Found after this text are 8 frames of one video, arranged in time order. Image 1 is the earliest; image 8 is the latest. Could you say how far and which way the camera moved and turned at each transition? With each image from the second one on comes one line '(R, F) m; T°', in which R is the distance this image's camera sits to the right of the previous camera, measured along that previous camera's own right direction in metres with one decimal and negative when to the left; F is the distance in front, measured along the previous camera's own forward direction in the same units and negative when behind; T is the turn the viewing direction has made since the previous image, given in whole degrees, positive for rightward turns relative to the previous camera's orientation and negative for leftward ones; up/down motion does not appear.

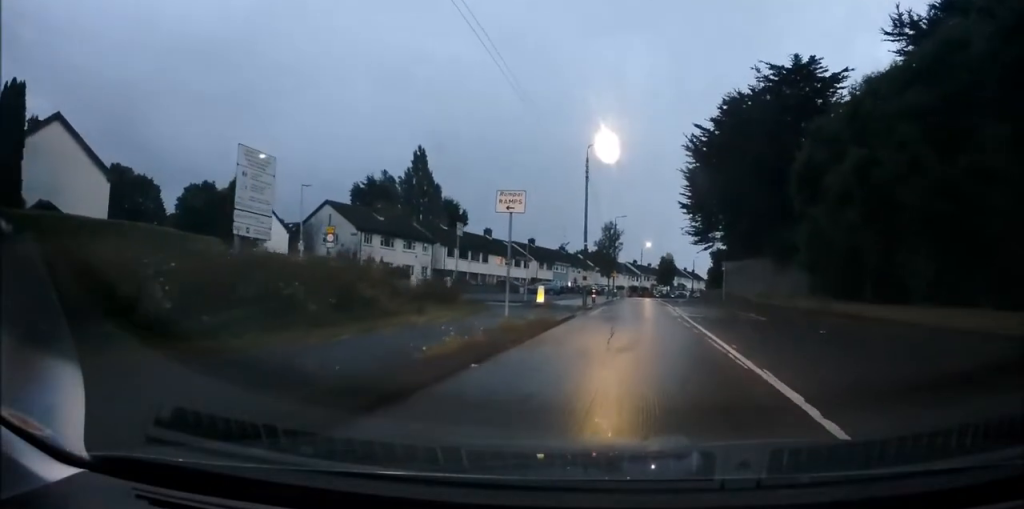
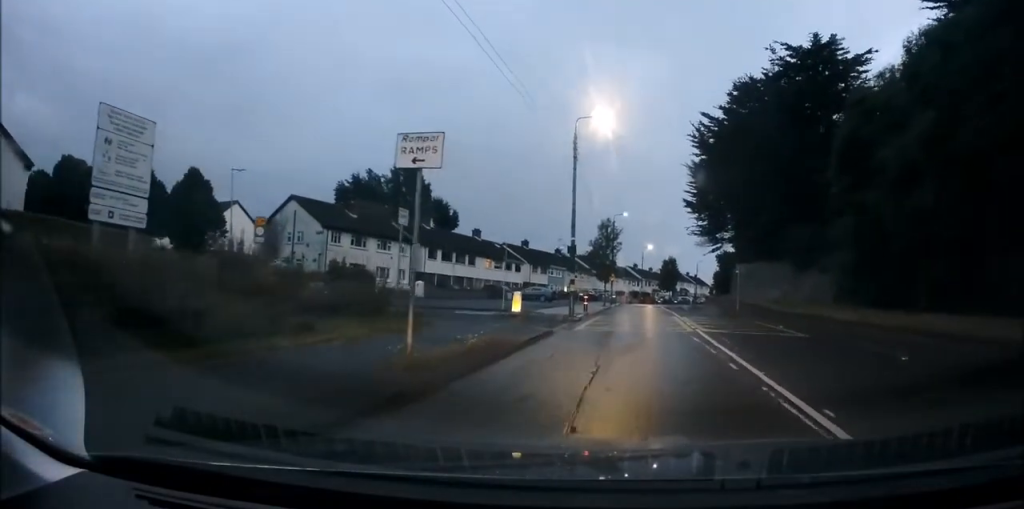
(0.0, +6.8) m; +1°
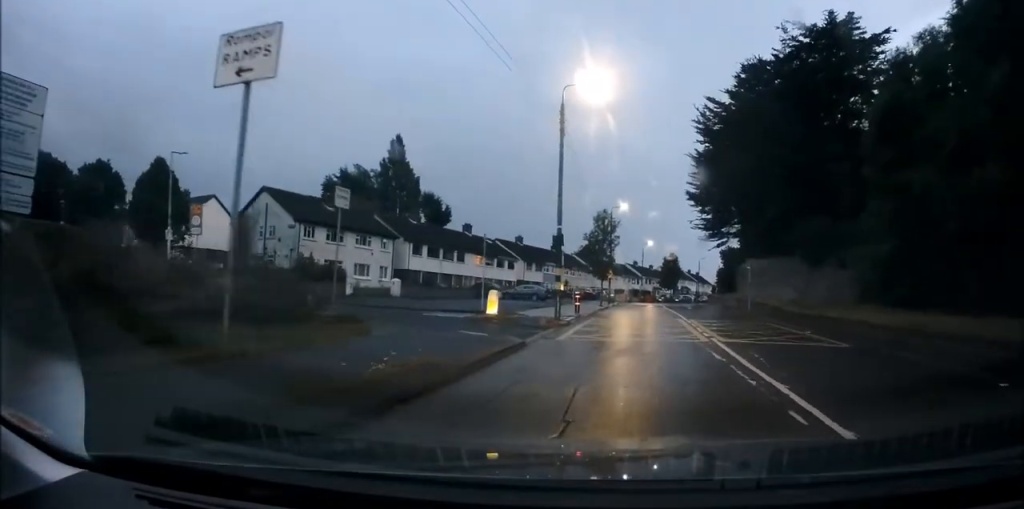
(0.0, +4.5) m; -1°
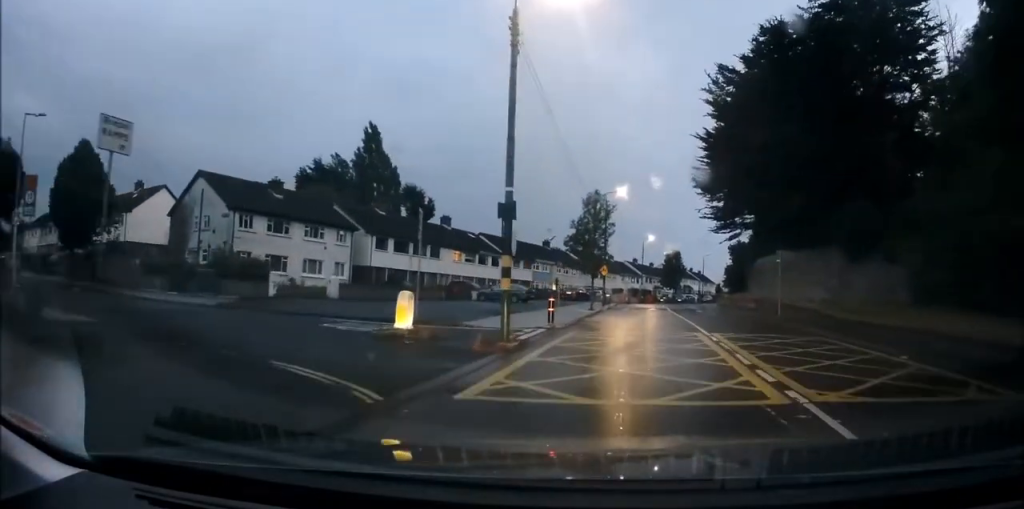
(-0.3, +8.4) m; 0°
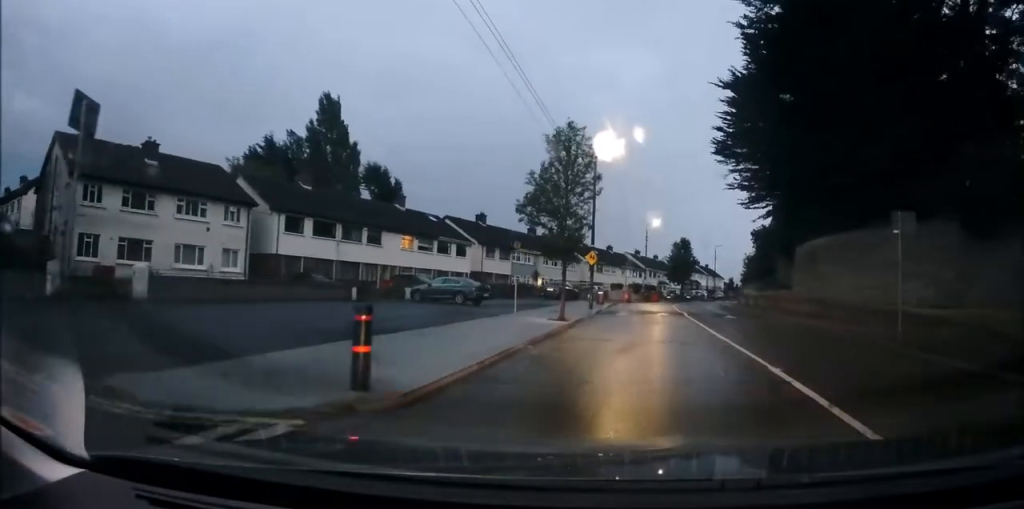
(+0.2, +13.8) m; 0°
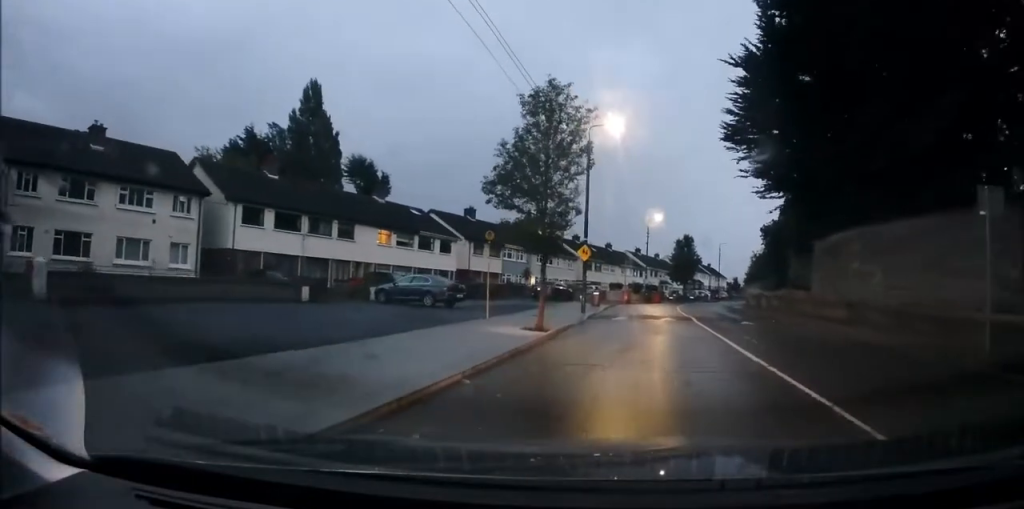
(-0.1, +4.4) m; 0°
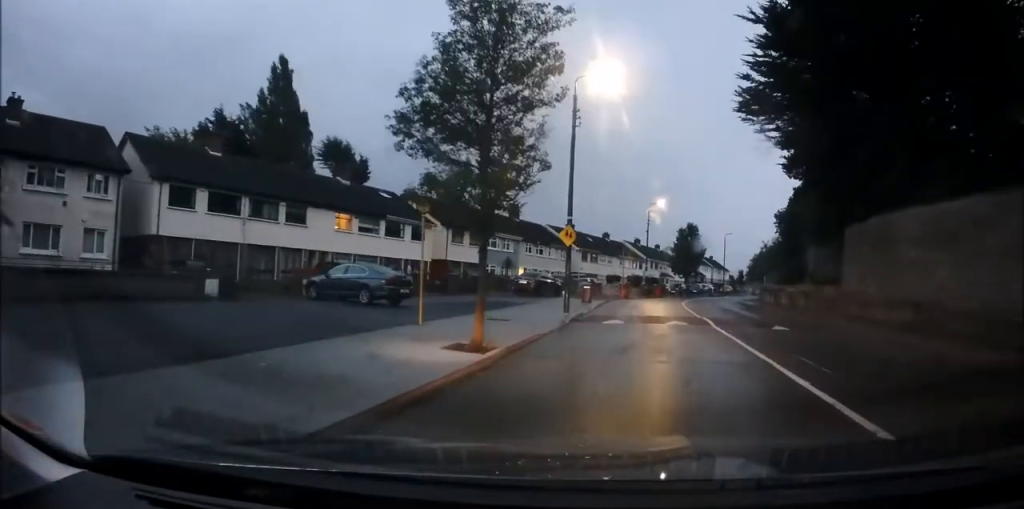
(+0.2, +5.9) m; -1°
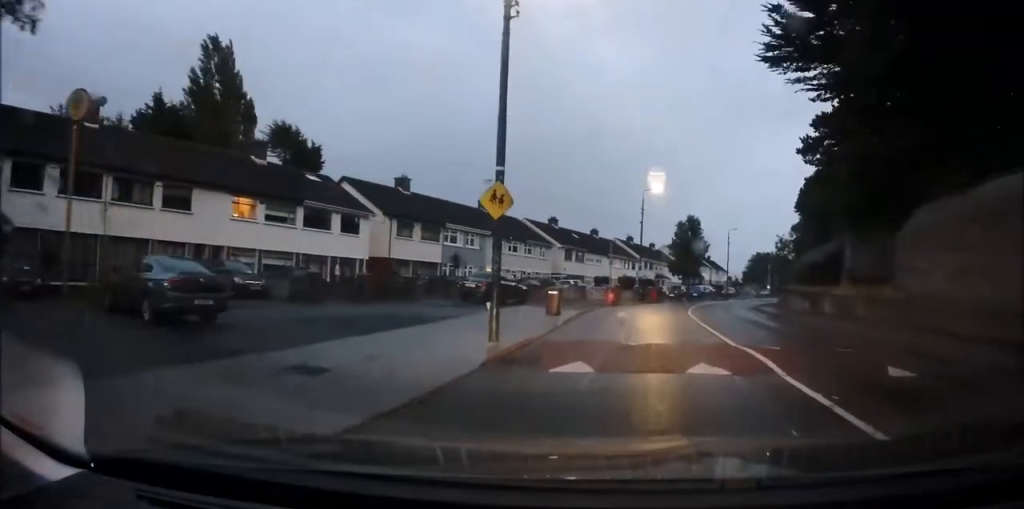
(-0.2, +9.4) m; +2°
